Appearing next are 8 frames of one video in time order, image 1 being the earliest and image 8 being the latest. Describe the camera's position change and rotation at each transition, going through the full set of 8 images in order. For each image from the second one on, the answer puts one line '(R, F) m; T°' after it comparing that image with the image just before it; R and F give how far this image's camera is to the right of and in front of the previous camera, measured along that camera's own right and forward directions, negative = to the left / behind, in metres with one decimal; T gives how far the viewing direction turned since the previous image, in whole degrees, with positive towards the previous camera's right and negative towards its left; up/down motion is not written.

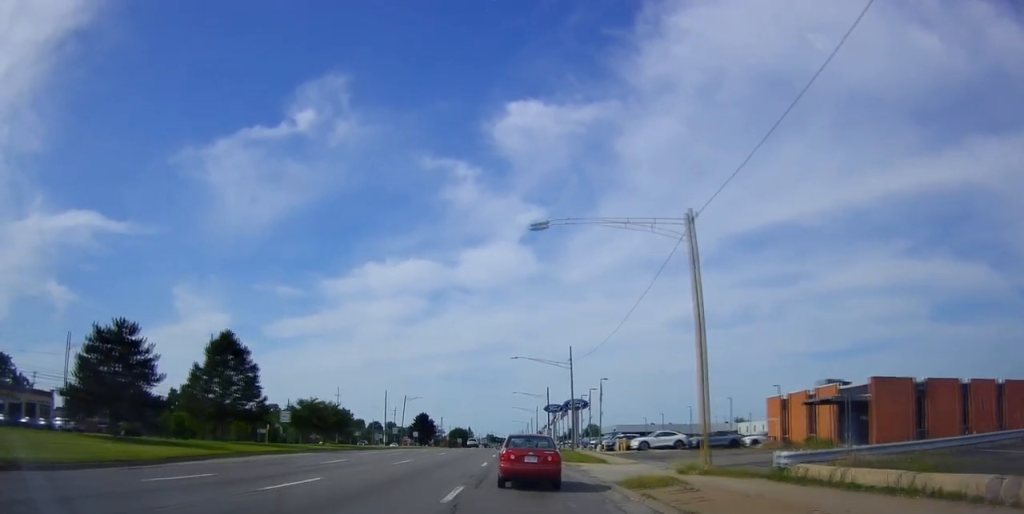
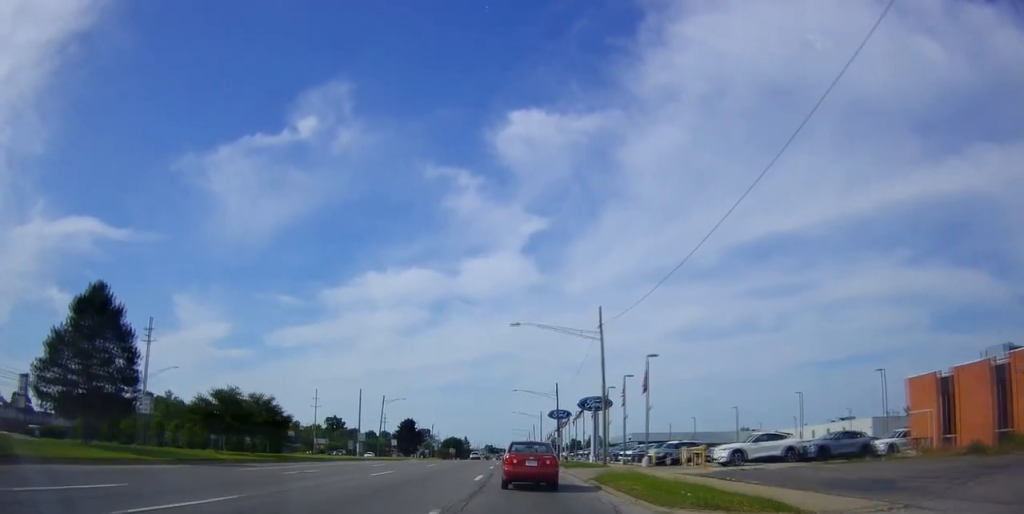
(-0.1, +19.1) m; -3°
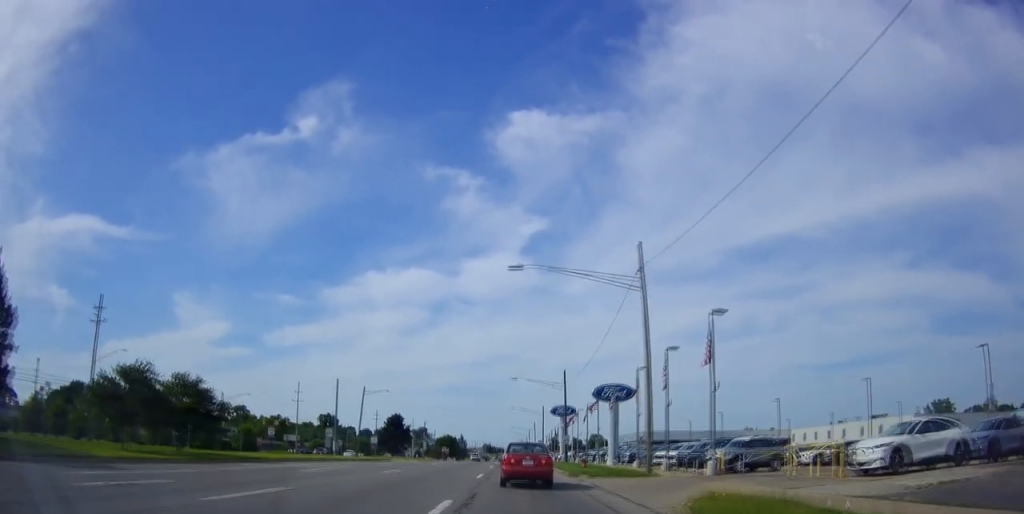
(-0.7, +12.3) m; 0°
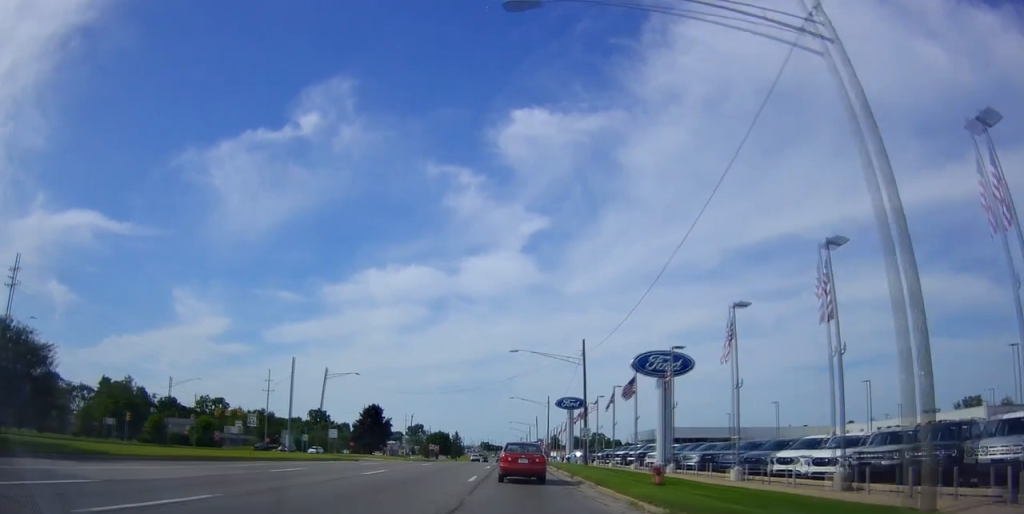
(+1.0, +17.5) m; +3°
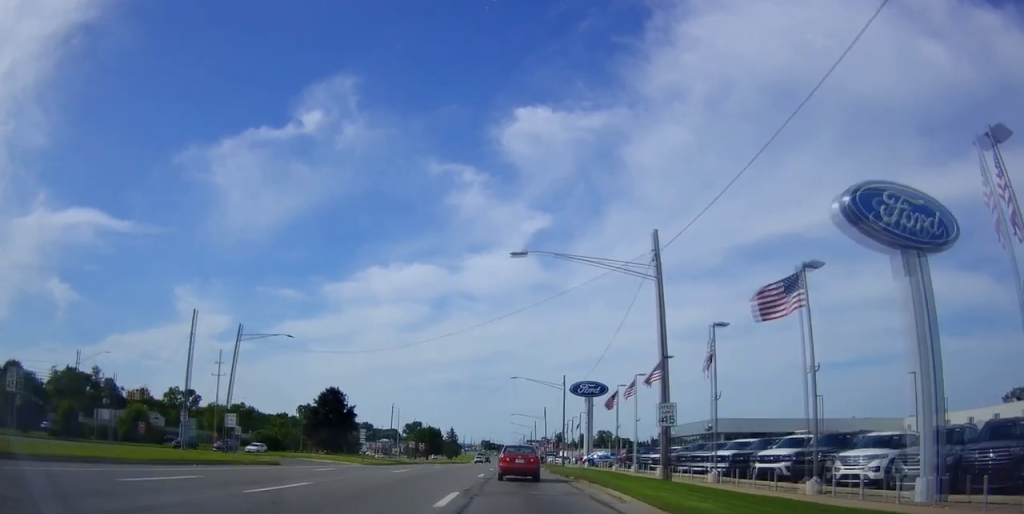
(0.0, +23.7) m; -1°
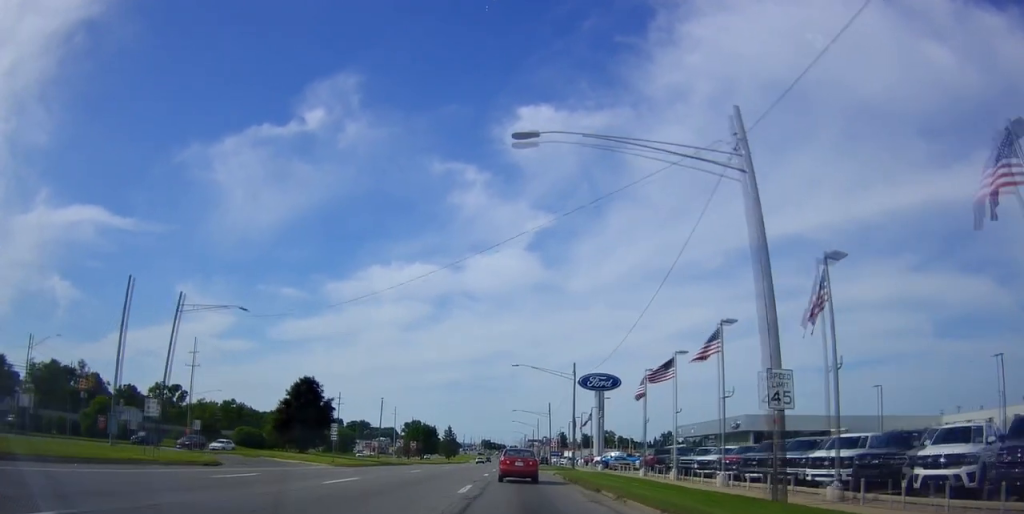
(-0.1, +9.8) m; 0°
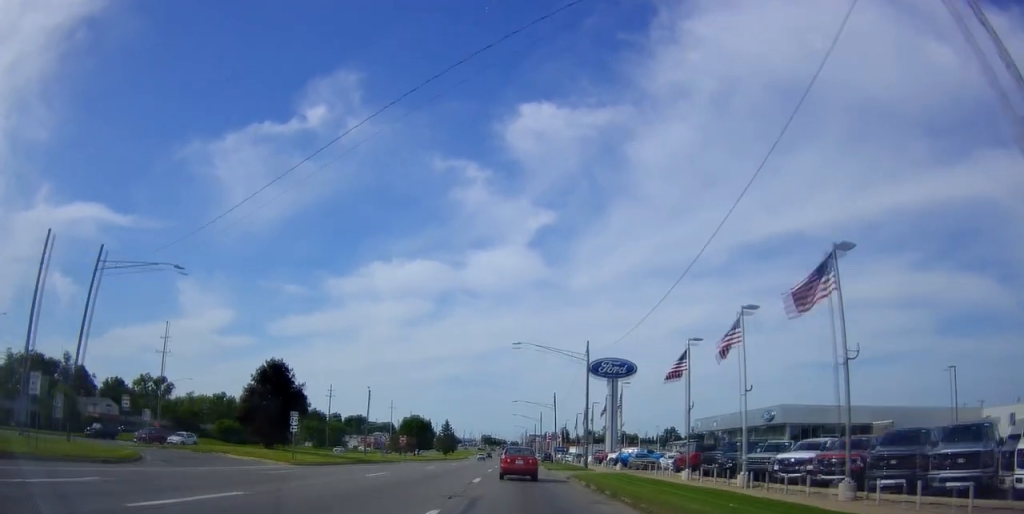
(-0.2, +9.4) m; 0°
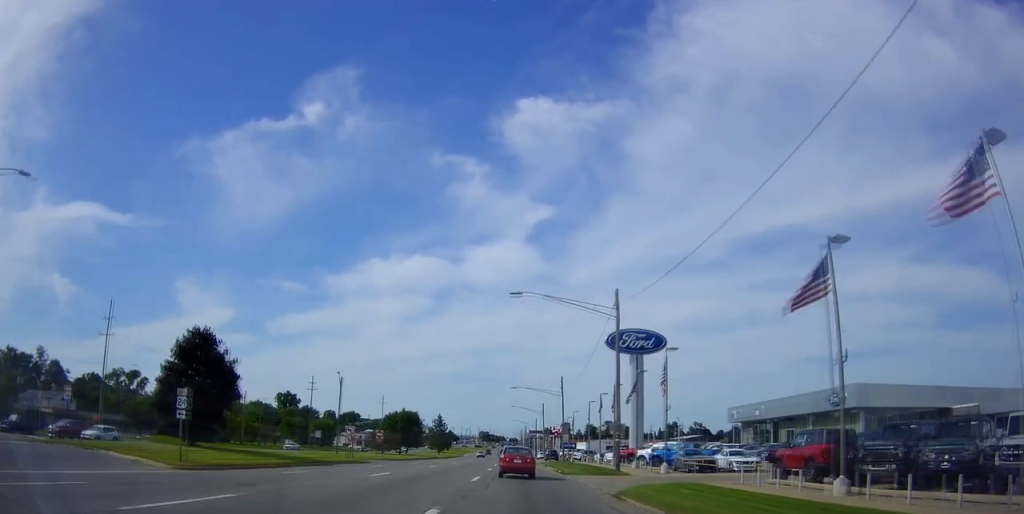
(+0.3, +14.6) m; +1°
